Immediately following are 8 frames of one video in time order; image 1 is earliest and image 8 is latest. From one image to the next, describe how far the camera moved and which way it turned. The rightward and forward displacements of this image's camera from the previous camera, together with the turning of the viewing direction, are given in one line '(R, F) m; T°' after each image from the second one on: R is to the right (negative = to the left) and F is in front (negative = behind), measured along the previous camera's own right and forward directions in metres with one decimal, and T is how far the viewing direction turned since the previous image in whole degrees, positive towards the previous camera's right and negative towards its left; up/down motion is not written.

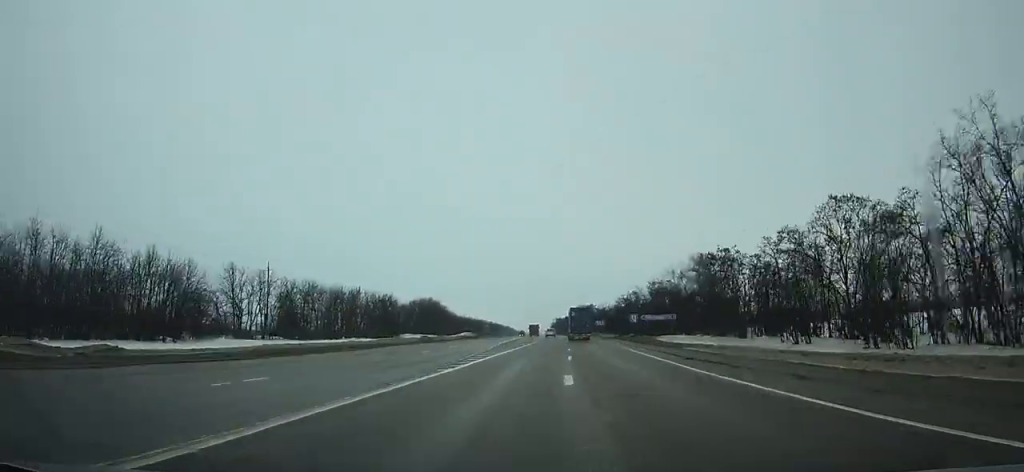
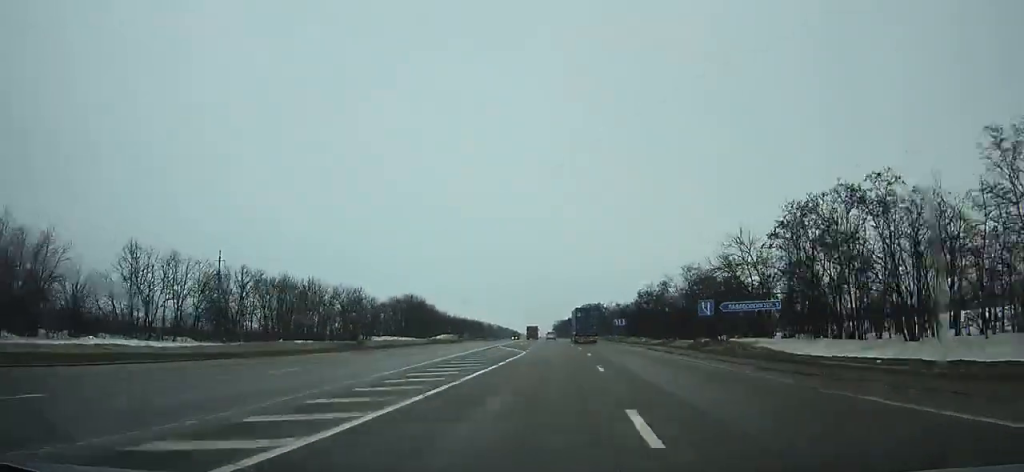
(+0.3, +31.6) m; 0°
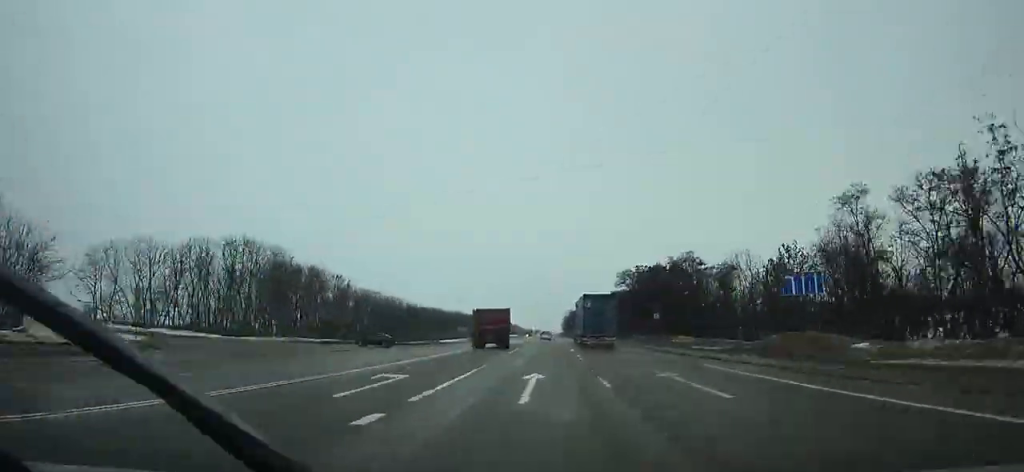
(-0.5, +114.0) m; -1°
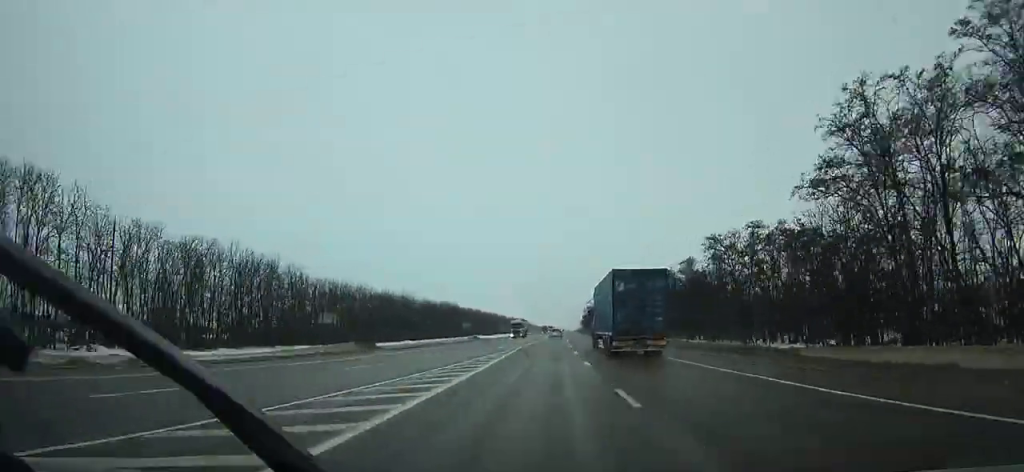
(-1.2, +88.2) m; -1°
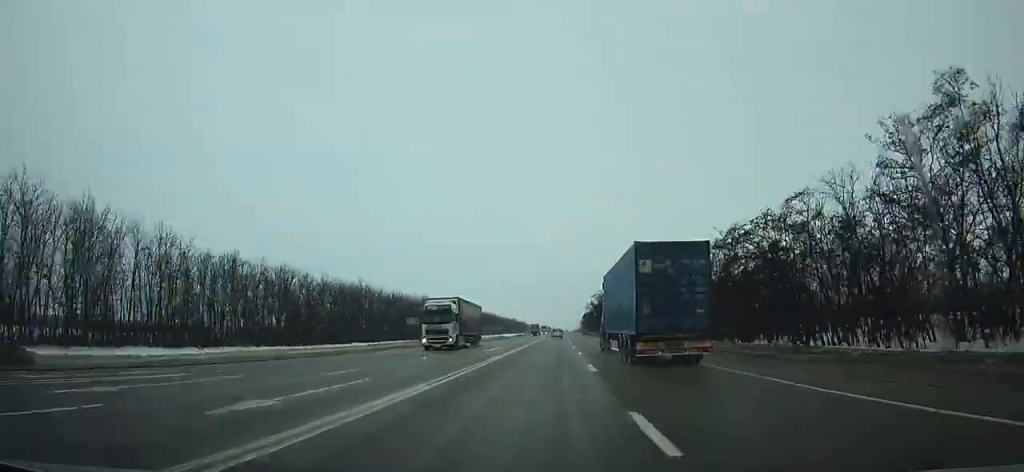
(+0.2, +40.2) m; -1°
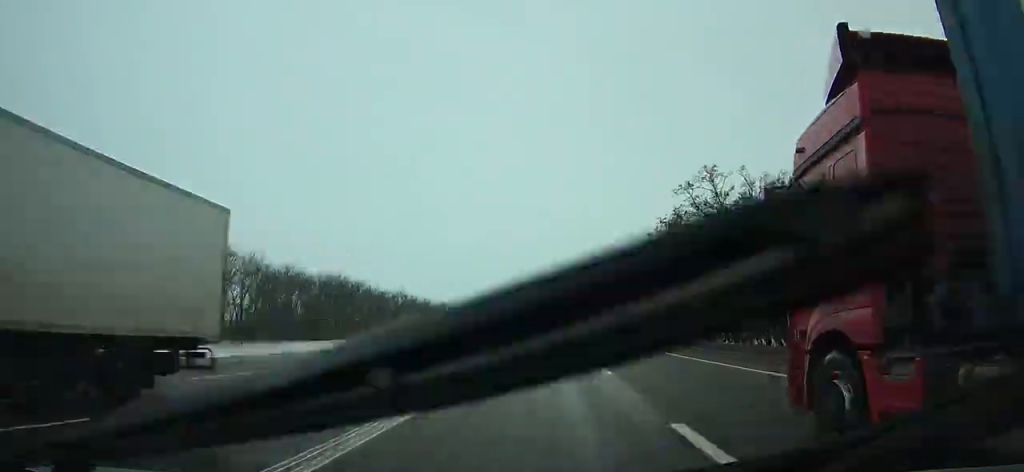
(+3.4, +145.5) m; +4°
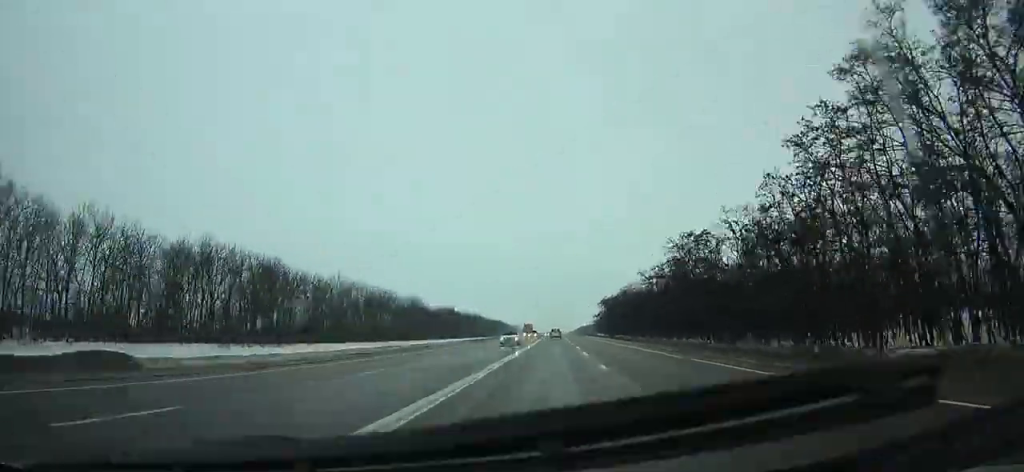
(+1.6, +45.9) m; +1°
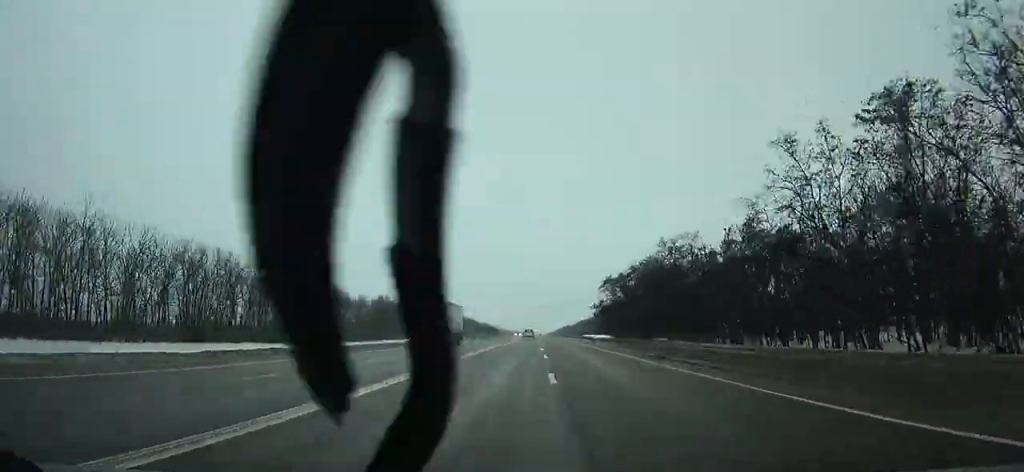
(-1.6, +64.9) m; -1°
